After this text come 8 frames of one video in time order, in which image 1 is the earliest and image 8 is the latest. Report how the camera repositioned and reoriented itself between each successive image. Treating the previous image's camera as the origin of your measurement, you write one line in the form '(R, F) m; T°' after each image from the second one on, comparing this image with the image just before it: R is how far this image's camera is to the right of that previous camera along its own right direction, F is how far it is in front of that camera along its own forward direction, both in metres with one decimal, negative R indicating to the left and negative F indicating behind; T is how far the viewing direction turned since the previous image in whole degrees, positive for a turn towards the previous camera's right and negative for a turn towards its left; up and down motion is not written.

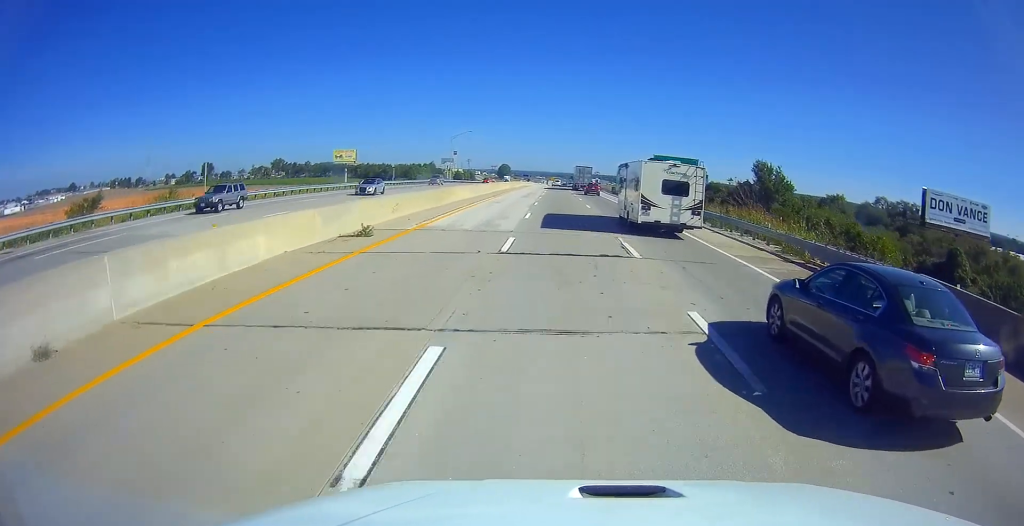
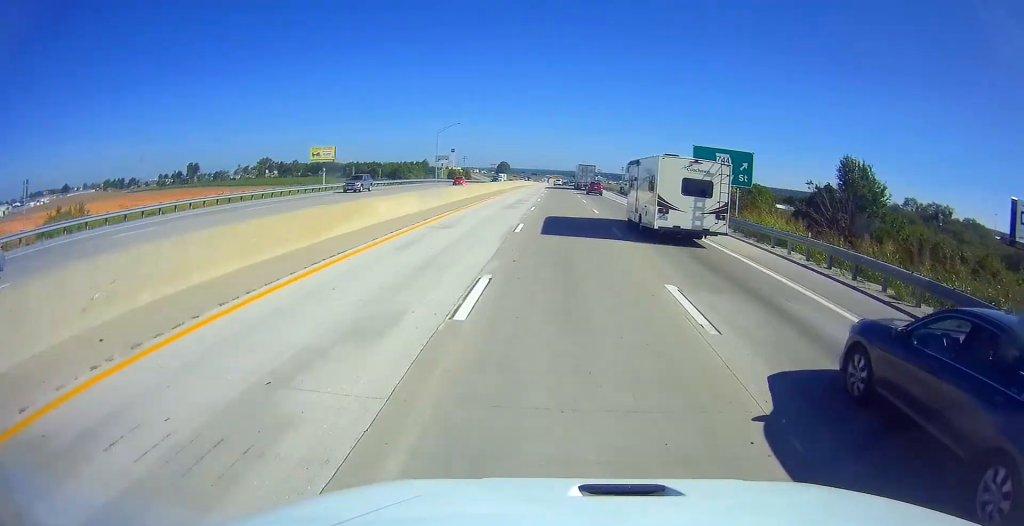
(+0.1, +19.6) m; 0°
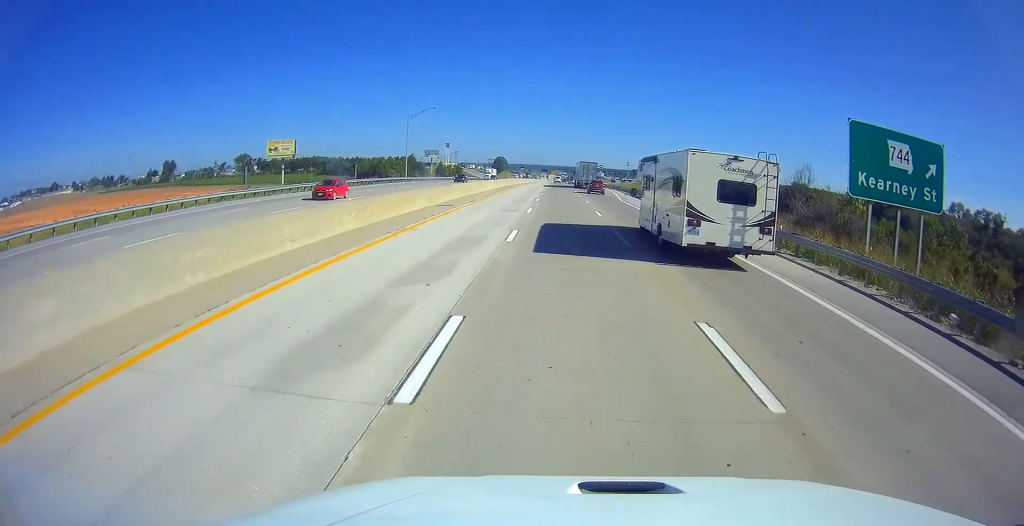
(-0.2, +27.4) m; -1°
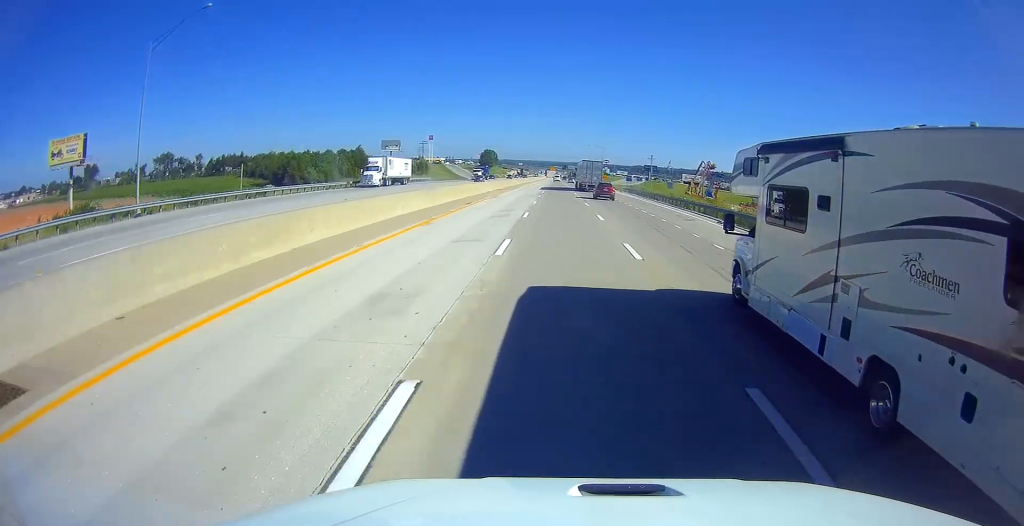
(-0.3, +75.1) m; 0°
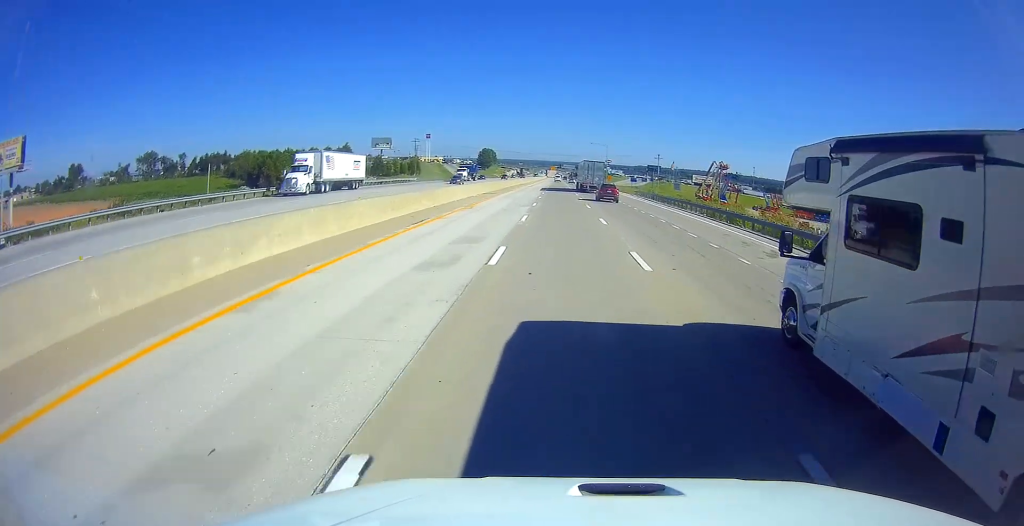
(+0.1, +13.7) m; 0°
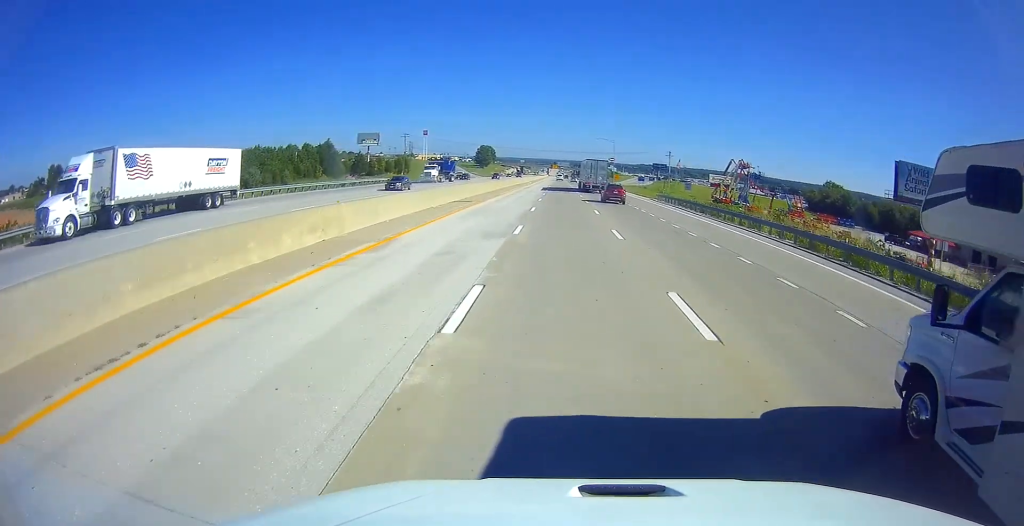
(+0.3, +17.7) m; +1°
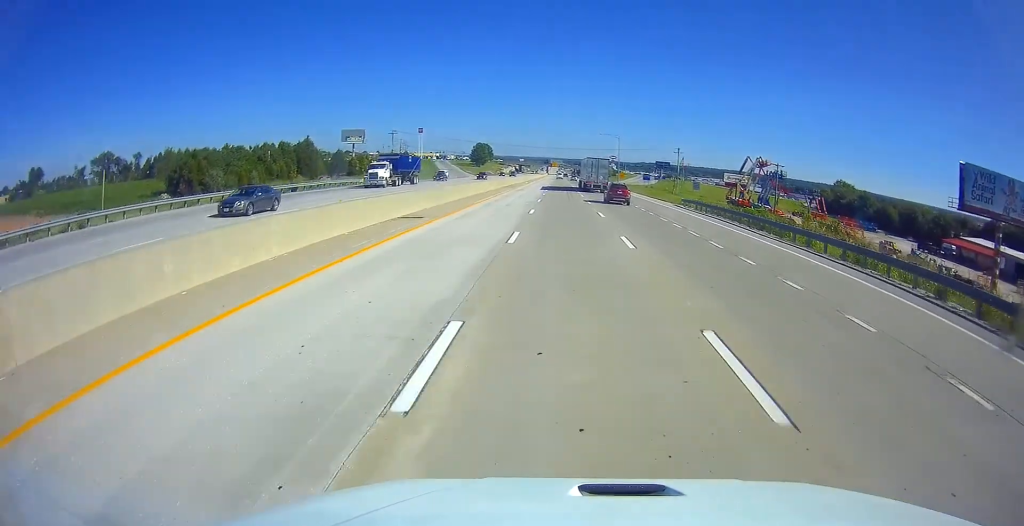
(0.0, +14.8) m; 0°
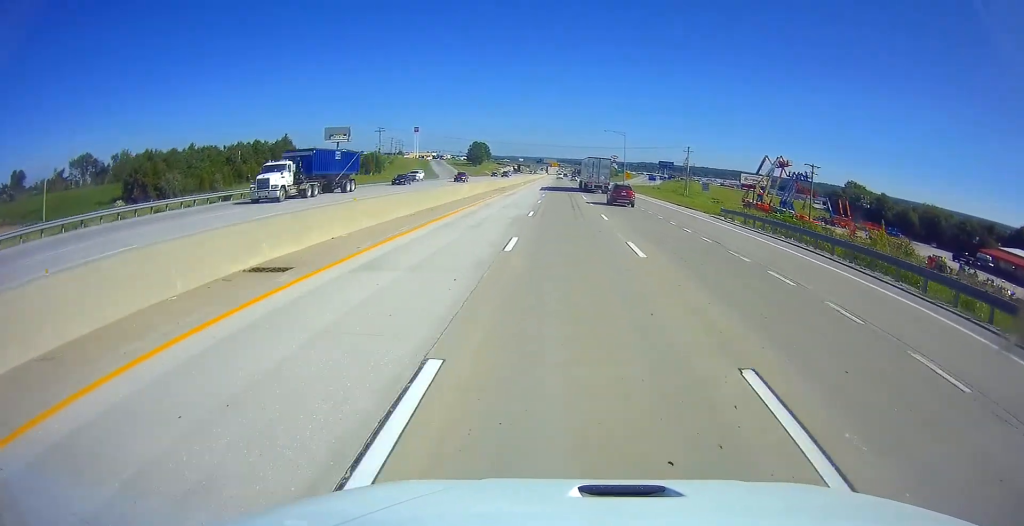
(+0.1, +13.8) m; -1°
